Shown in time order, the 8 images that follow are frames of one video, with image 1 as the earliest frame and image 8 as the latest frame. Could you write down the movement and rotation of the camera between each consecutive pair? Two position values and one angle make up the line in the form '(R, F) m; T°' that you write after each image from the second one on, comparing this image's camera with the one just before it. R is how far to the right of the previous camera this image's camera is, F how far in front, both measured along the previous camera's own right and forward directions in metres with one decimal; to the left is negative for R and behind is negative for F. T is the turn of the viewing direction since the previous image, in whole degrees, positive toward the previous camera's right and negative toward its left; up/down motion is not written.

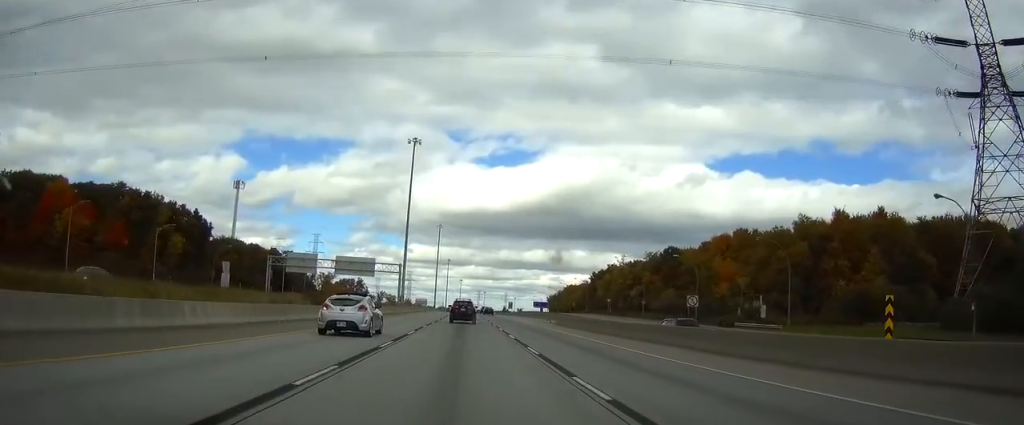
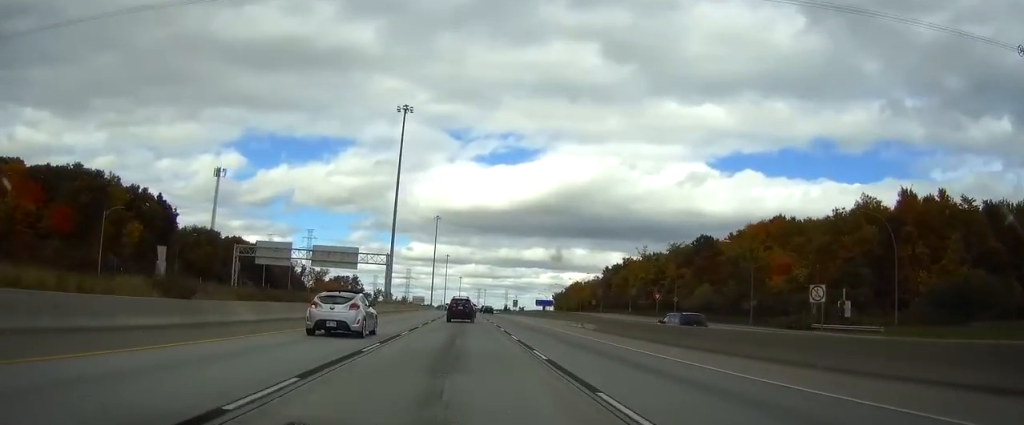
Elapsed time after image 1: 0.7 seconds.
(0.0, +20.0) m; 0°
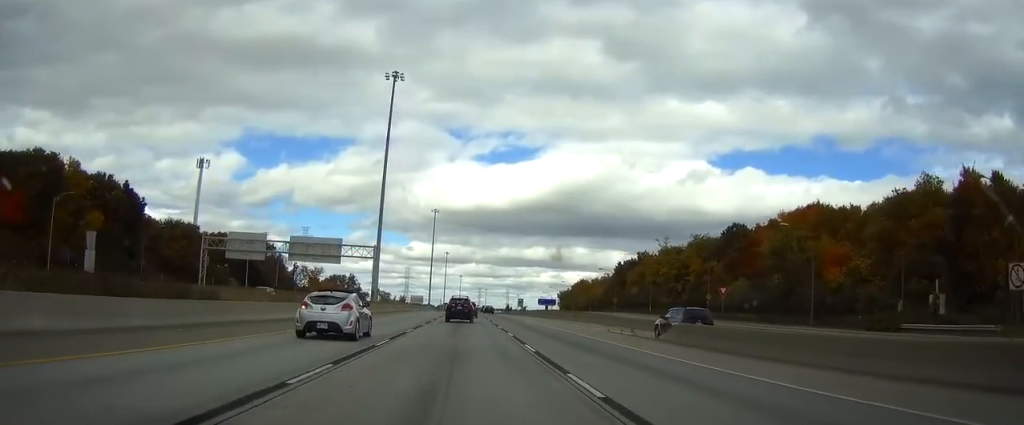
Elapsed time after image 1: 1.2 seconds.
(0.0, +15.2) m; 0°
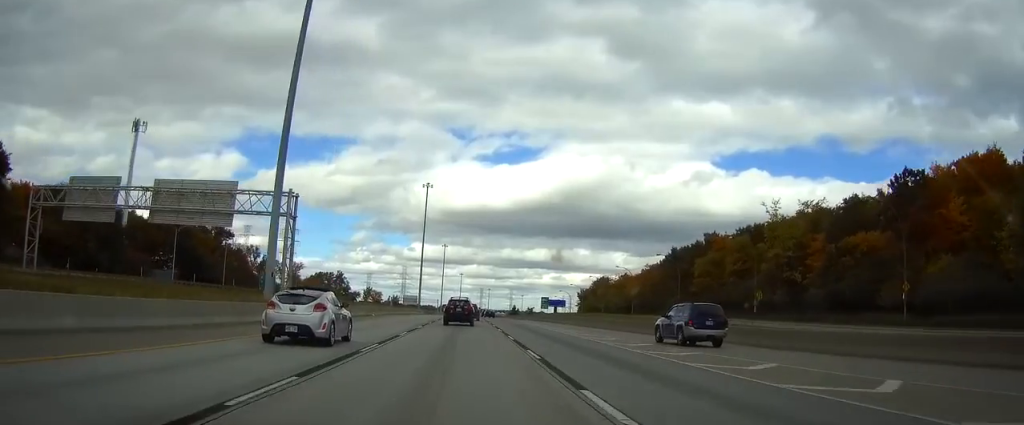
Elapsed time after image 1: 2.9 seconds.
(0.0, +47.5) m; 0°
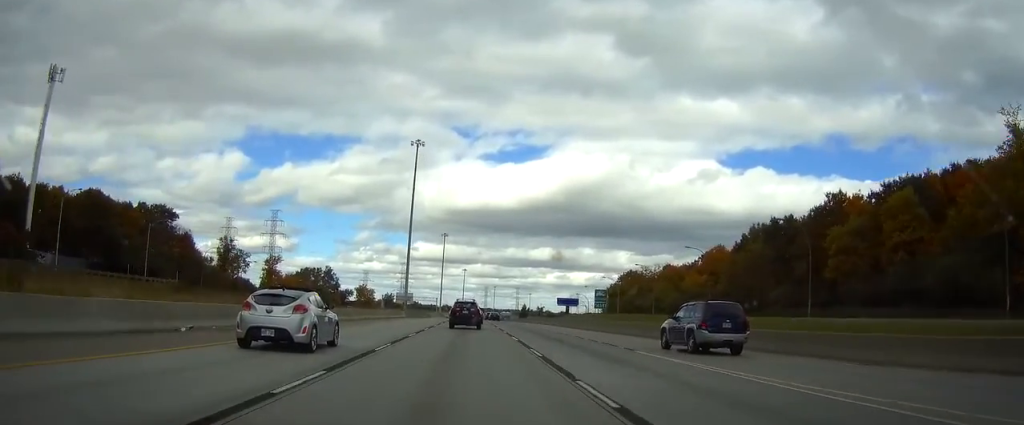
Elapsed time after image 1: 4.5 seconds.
(0.0, +44.6) m; 0°
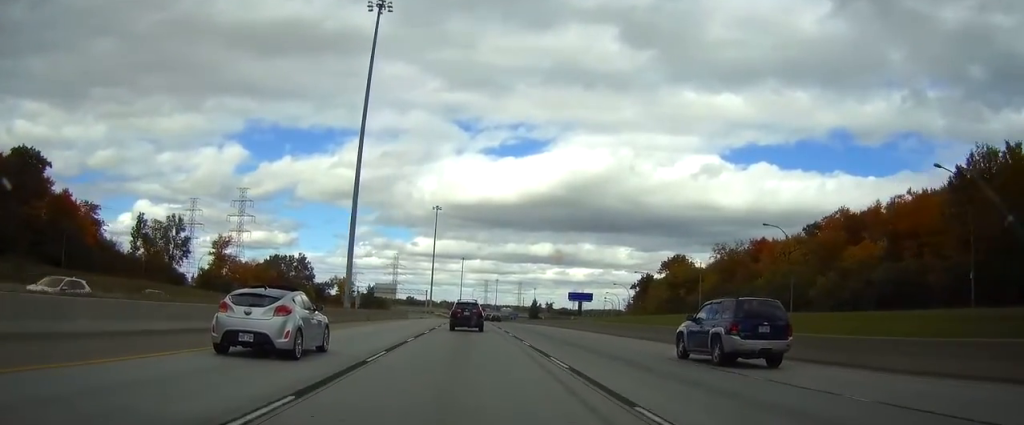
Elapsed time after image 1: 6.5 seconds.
(0.0, +58.8) m; 0°
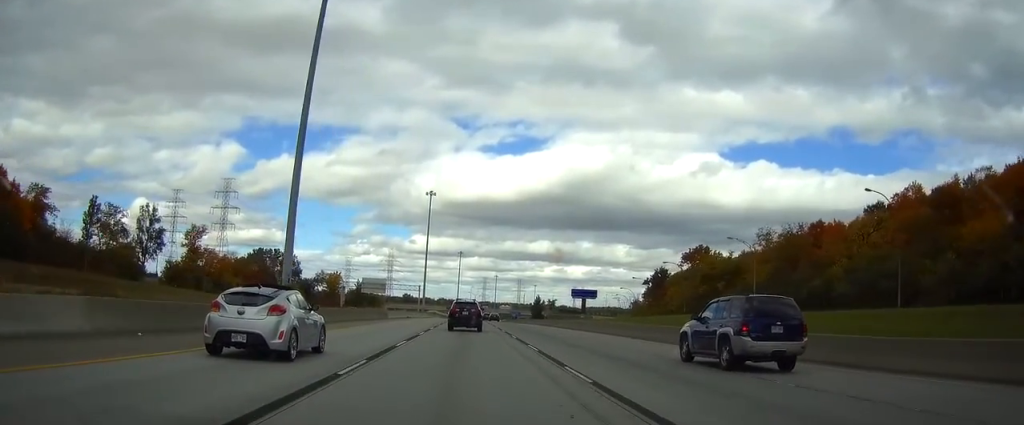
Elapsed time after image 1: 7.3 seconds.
(0.0, +21.8) m; 0°
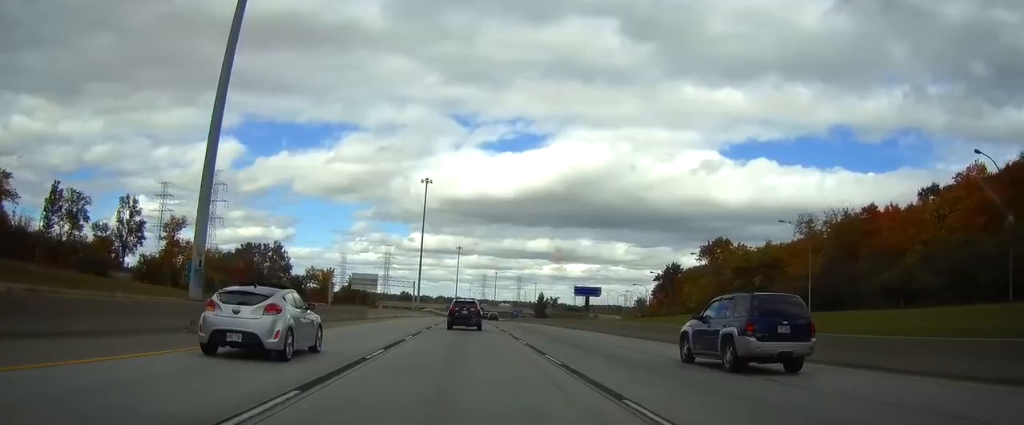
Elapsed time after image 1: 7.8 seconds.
(0.0, +15.1) m; 0°
